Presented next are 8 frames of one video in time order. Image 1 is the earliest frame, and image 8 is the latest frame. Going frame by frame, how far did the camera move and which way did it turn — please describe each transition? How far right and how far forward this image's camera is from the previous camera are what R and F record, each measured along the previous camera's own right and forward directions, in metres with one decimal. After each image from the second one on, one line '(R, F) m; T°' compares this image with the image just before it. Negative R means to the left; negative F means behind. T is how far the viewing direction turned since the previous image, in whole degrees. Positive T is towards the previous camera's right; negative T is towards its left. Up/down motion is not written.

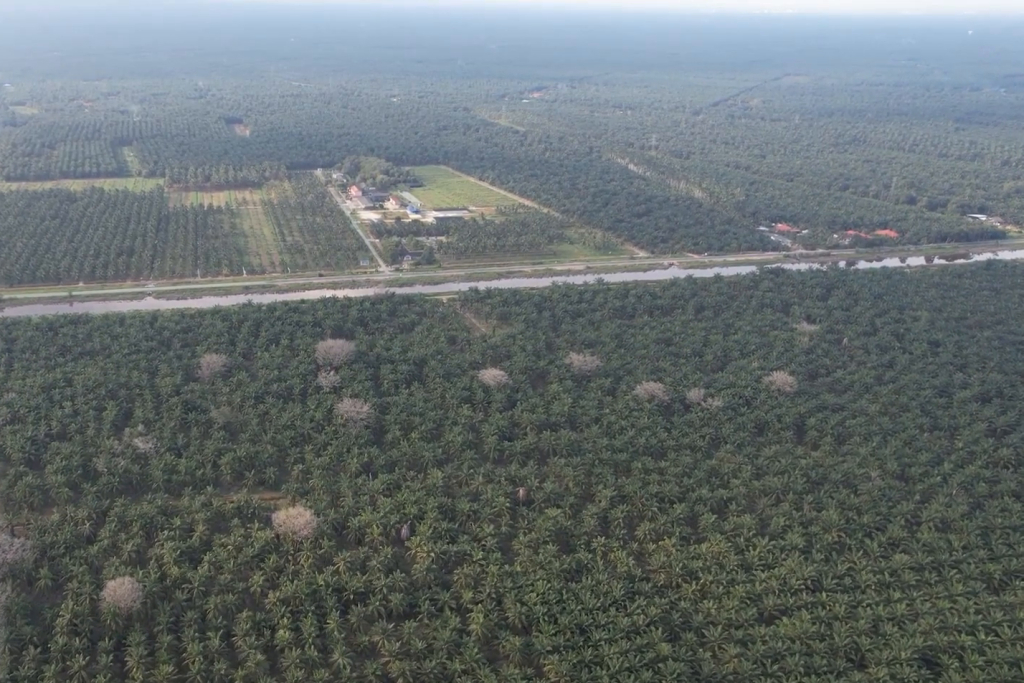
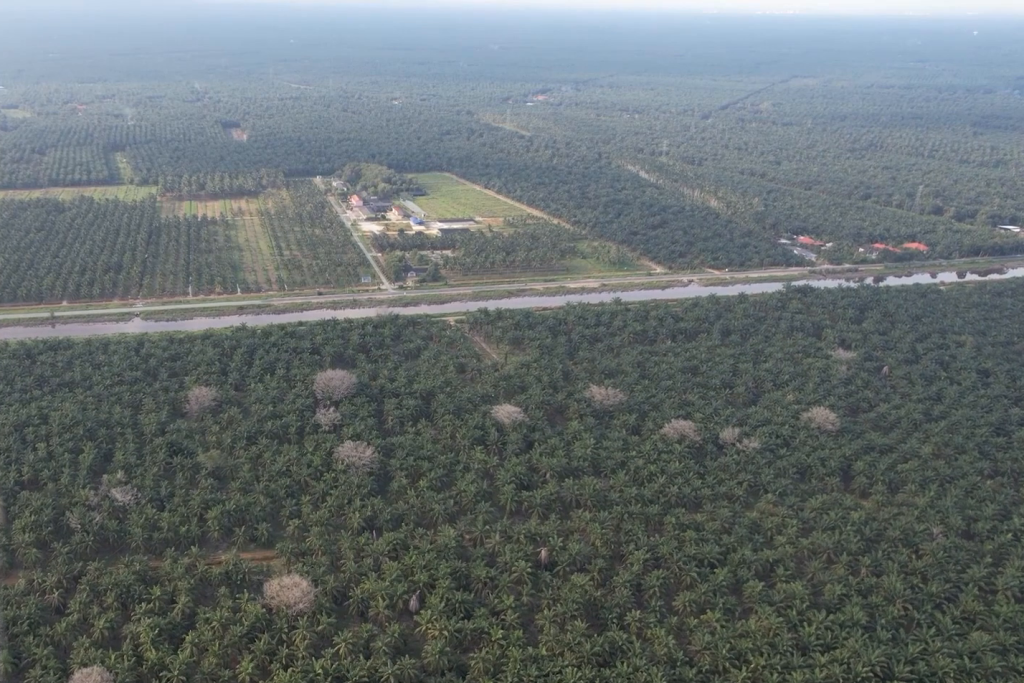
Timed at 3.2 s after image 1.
(0.0, +45.6) m; 0°
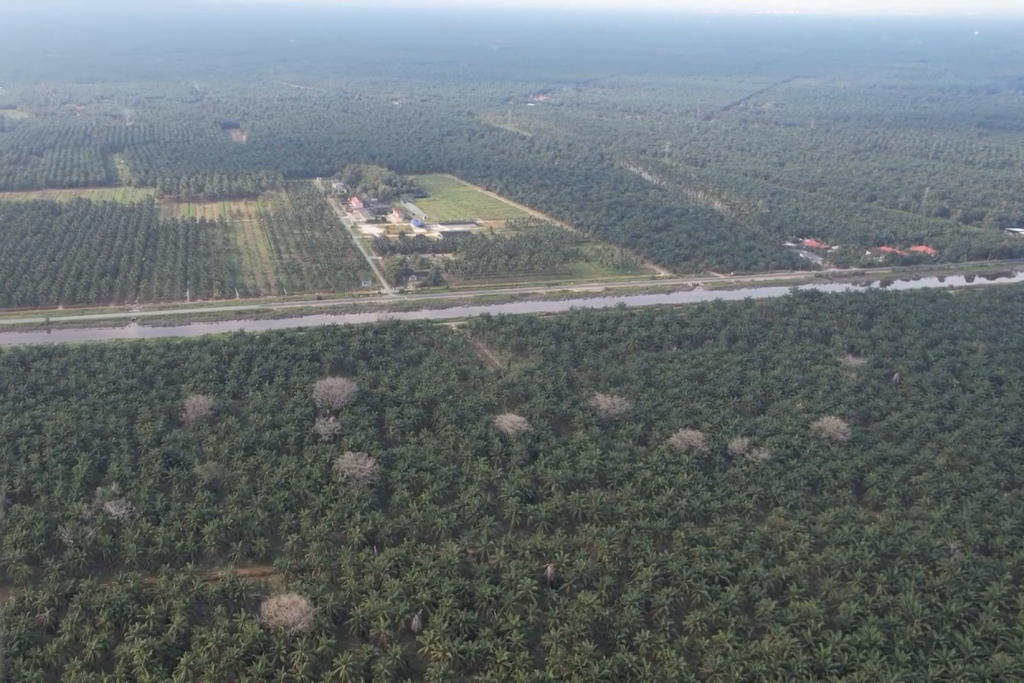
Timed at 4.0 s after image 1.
(0.0, +10.5) m; 0°
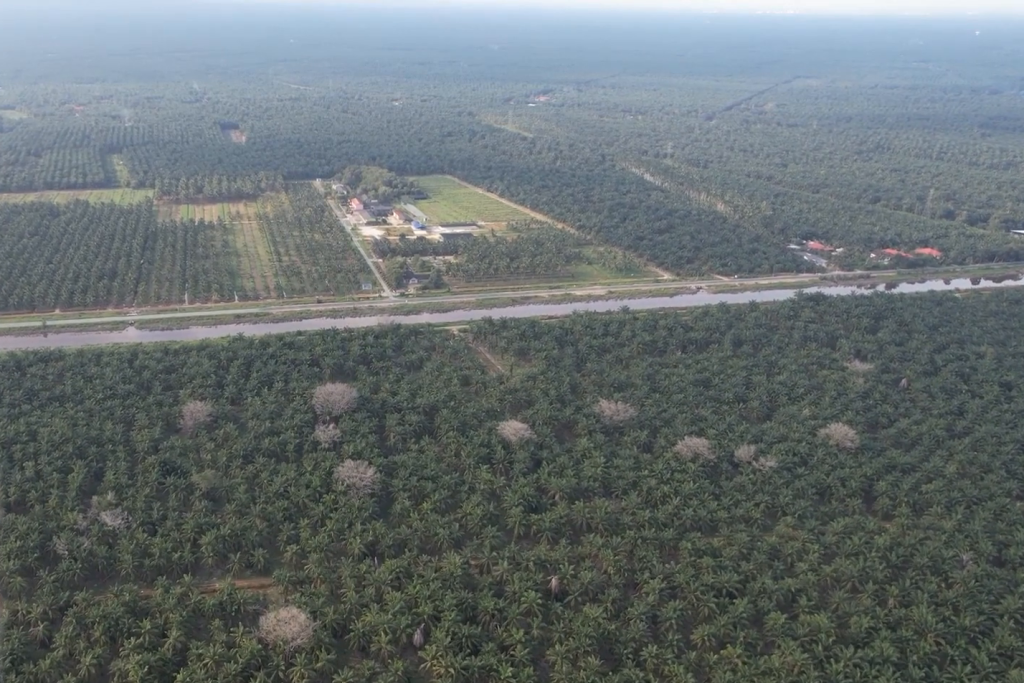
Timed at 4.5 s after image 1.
(0.0, +7.6) m; 0°
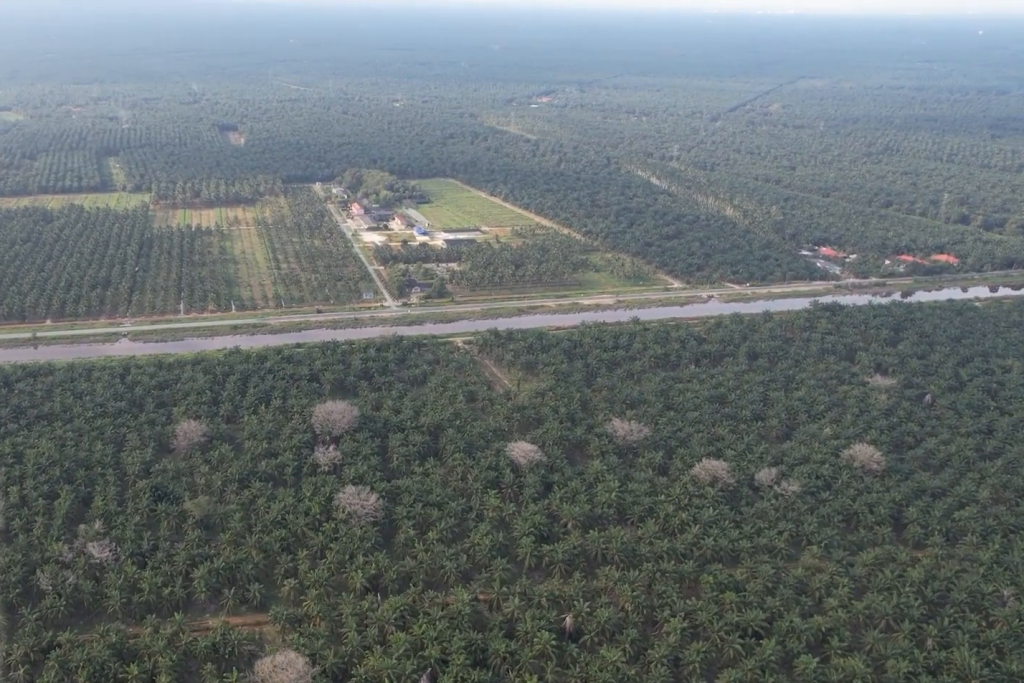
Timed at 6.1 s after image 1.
(0.0, +21.7) m; 0°
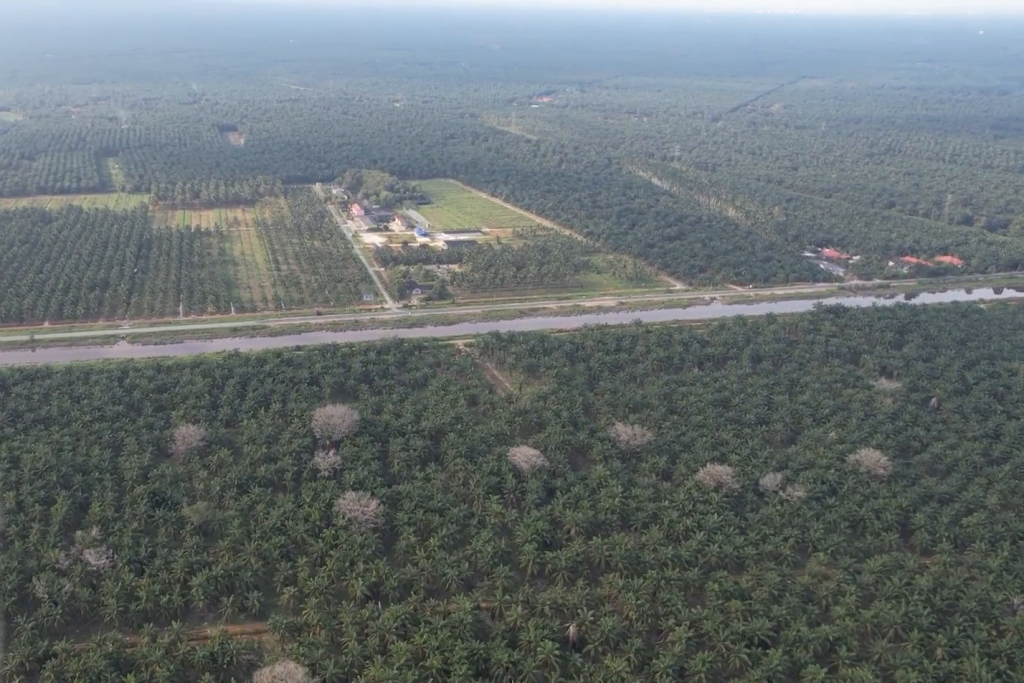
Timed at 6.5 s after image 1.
(0.0, +5.7) m; 0°
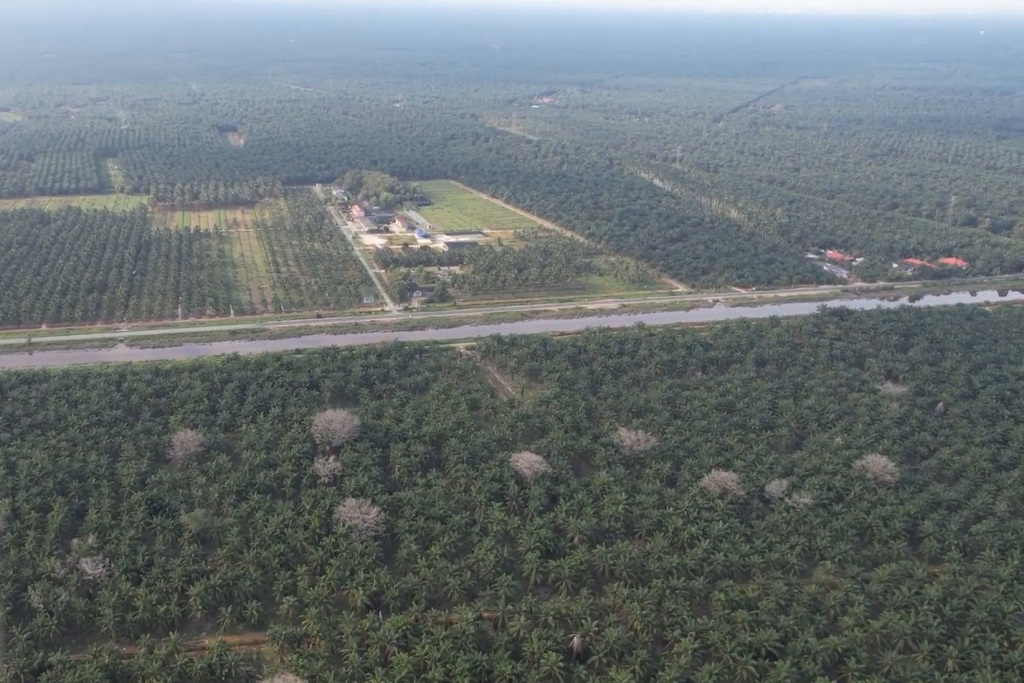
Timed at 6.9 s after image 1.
(0.0, +5.7) m; 0°
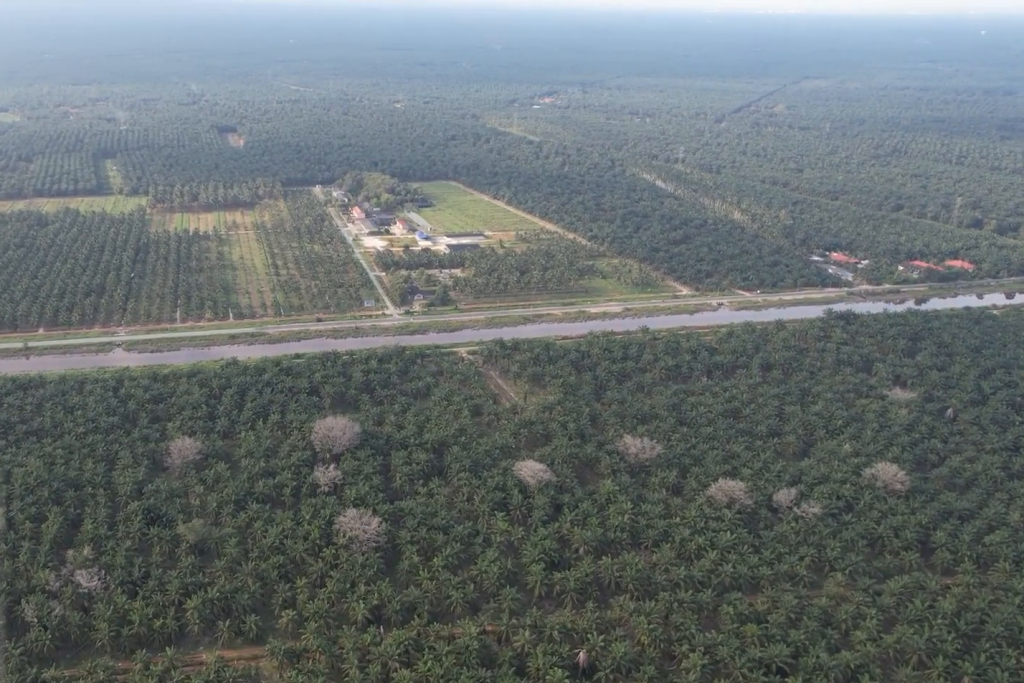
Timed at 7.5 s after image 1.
(0.0, +8.0) m; 0°
